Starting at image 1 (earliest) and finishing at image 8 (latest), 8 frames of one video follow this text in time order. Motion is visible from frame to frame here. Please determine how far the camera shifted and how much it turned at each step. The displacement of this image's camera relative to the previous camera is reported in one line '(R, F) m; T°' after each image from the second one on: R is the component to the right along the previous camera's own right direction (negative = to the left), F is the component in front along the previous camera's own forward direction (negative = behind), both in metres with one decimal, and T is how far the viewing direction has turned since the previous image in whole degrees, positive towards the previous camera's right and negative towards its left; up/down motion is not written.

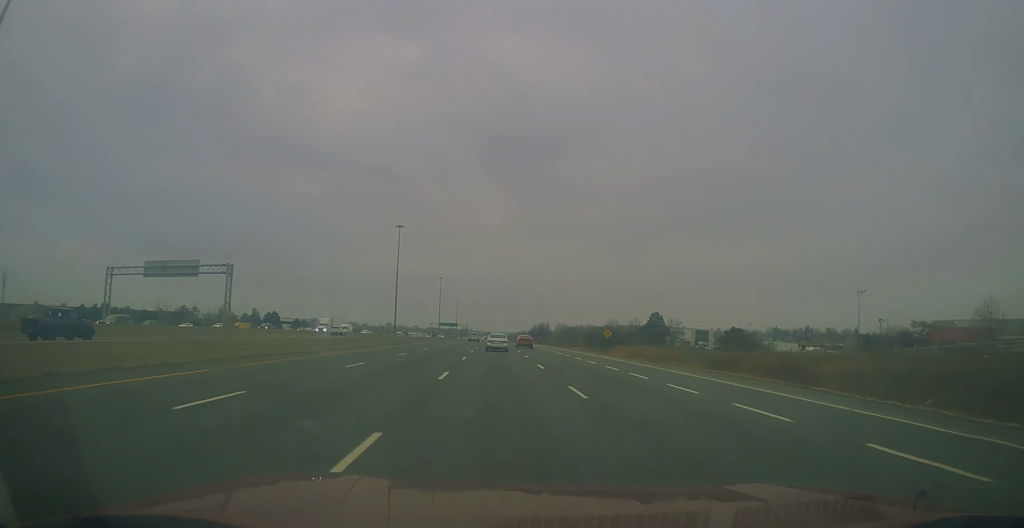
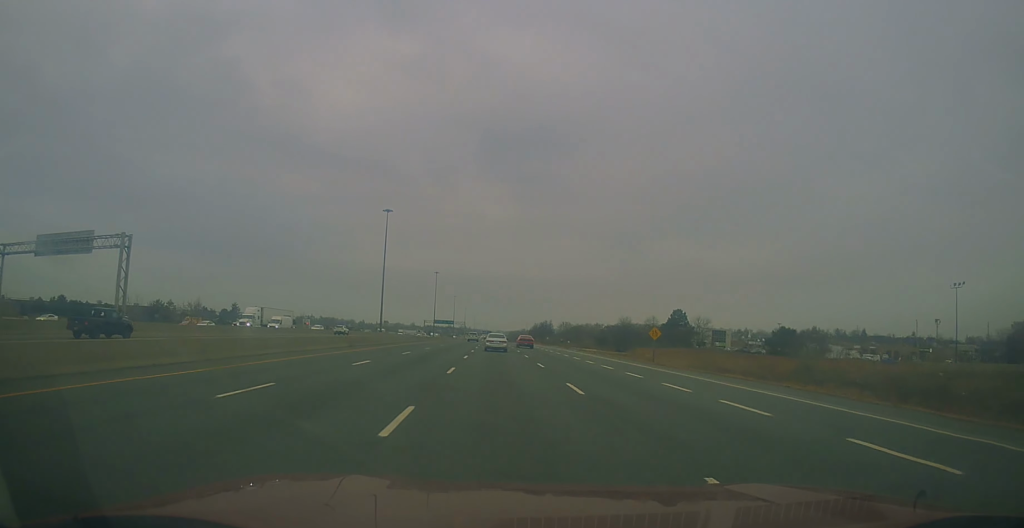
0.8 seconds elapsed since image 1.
(+0.1, +22.8) m; 0°
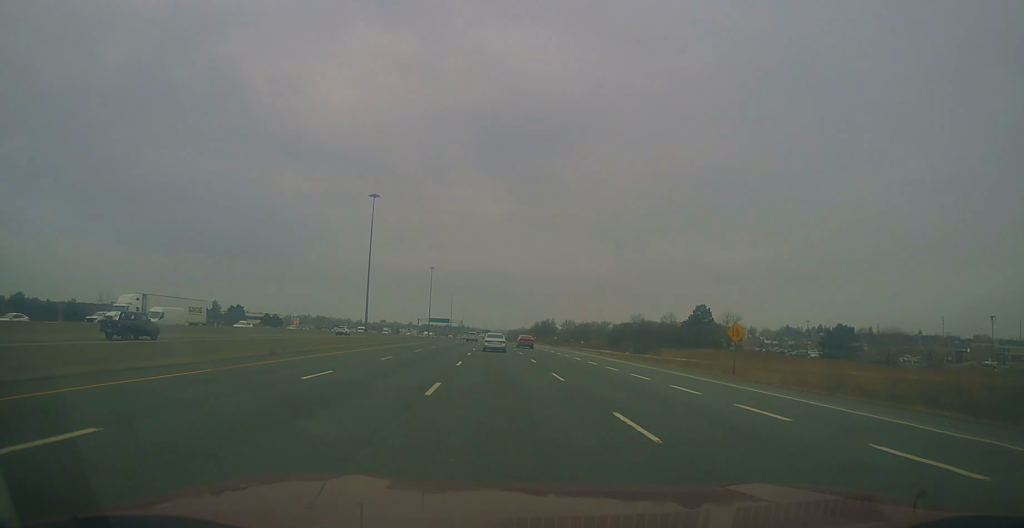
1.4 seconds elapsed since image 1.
(+0.1, +18.8) m; 0°
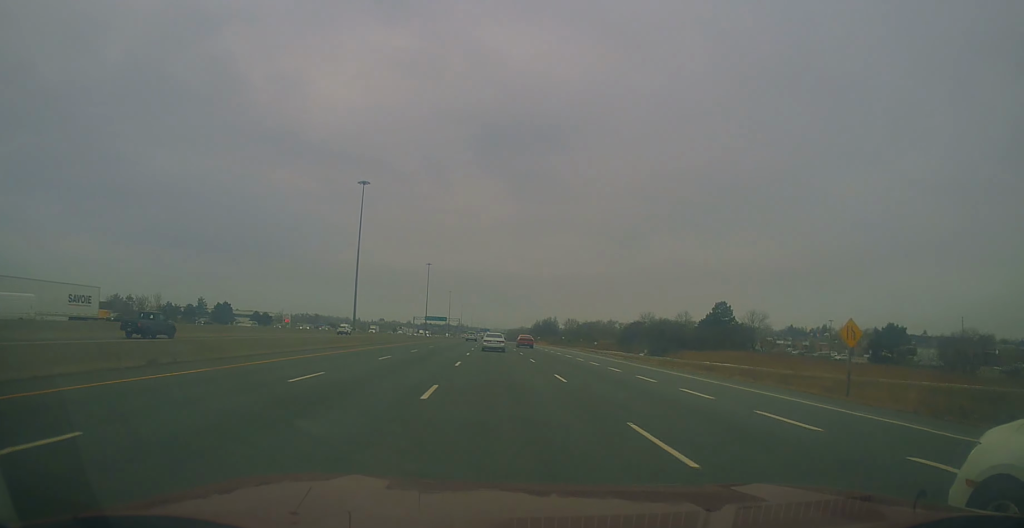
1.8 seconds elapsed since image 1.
(+0.1, +12.8) m; 0°
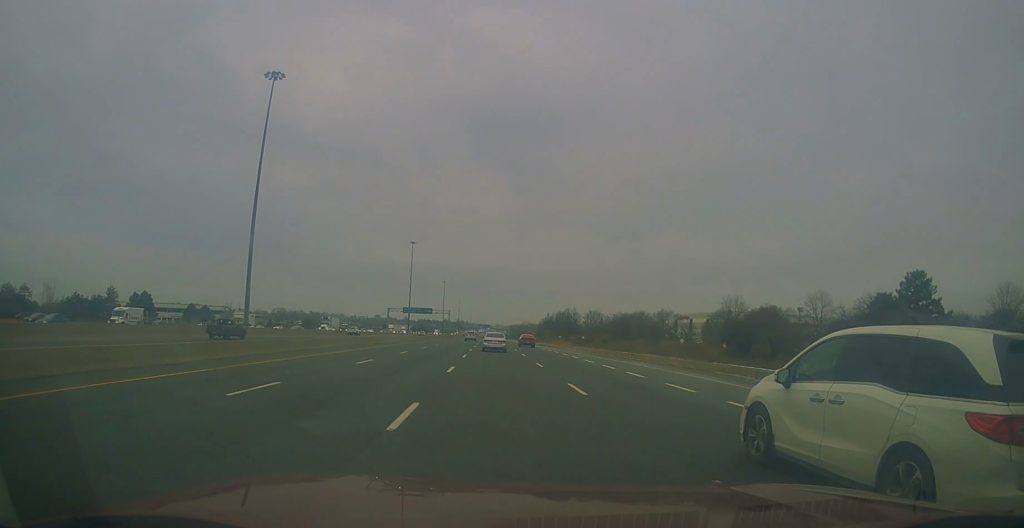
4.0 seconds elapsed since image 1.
(-0.2, +63.7) m; -1°
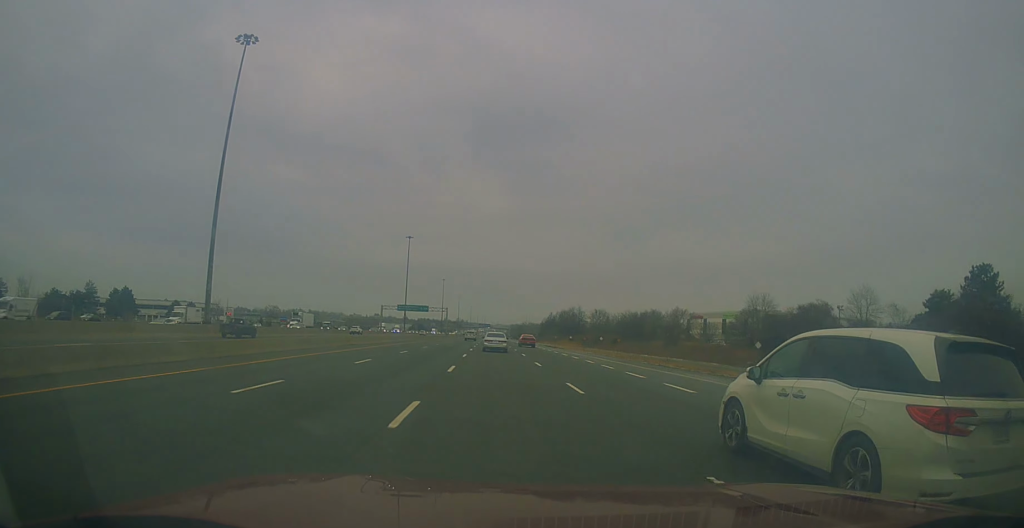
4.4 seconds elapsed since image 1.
(0.0, +11.7) m; 0°
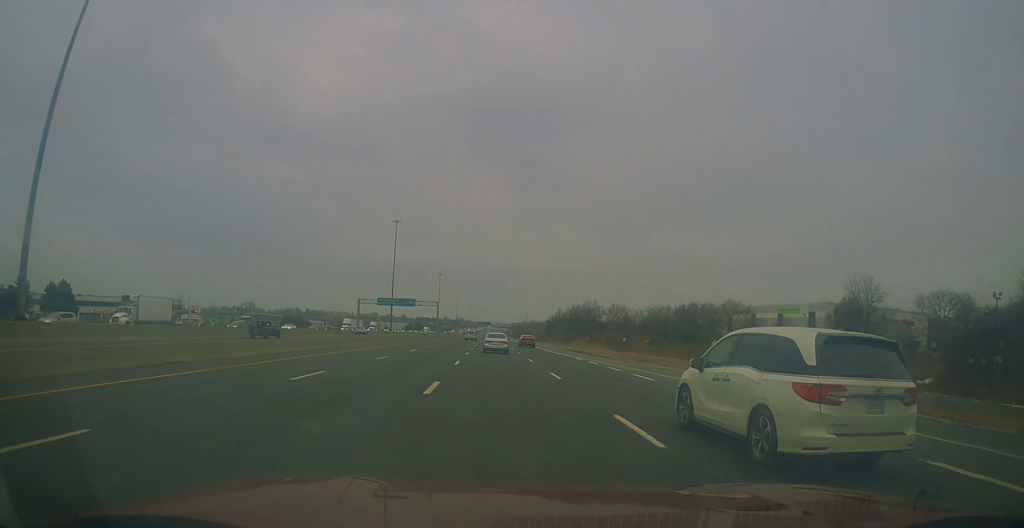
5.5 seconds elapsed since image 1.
(+0.3, +31.3) m; +1°
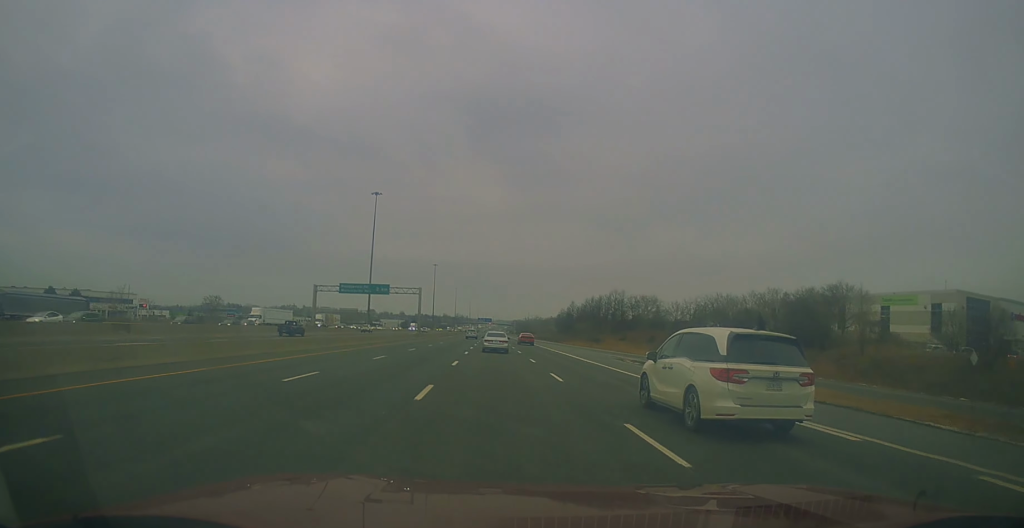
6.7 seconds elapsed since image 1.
(+0.2, +37.2) m; 0°
